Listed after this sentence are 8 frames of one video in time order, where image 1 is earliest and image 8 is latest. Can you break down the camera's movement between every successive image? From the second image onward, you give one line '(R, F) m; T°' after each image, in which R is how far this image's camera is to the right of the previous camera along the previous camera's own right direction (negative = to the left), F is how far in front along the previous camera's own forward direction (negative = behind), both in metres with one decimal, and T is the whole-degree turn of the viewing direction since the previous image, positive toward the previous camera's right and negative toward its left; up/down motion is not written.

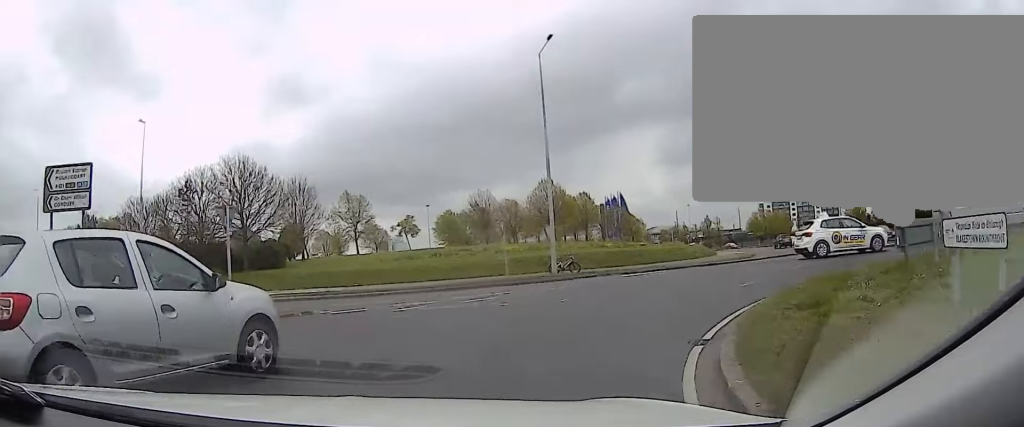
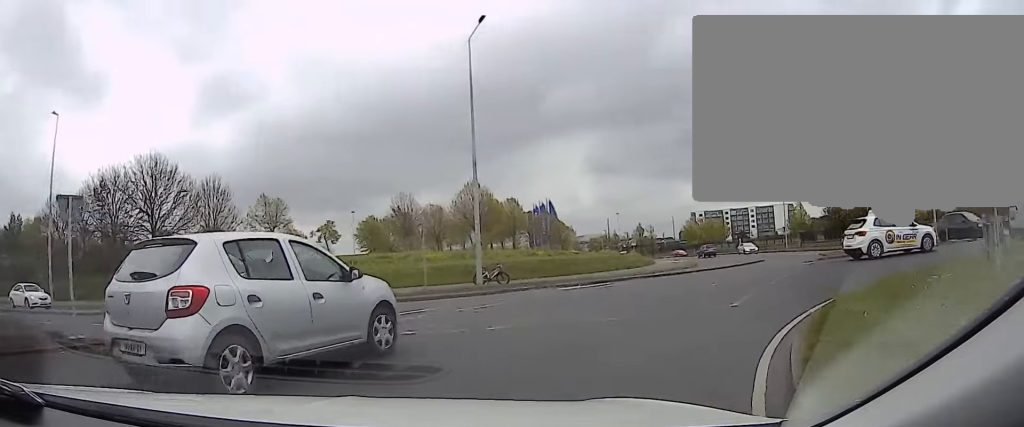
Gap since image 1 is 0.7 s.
(+0.3, +3.7) m; +5°
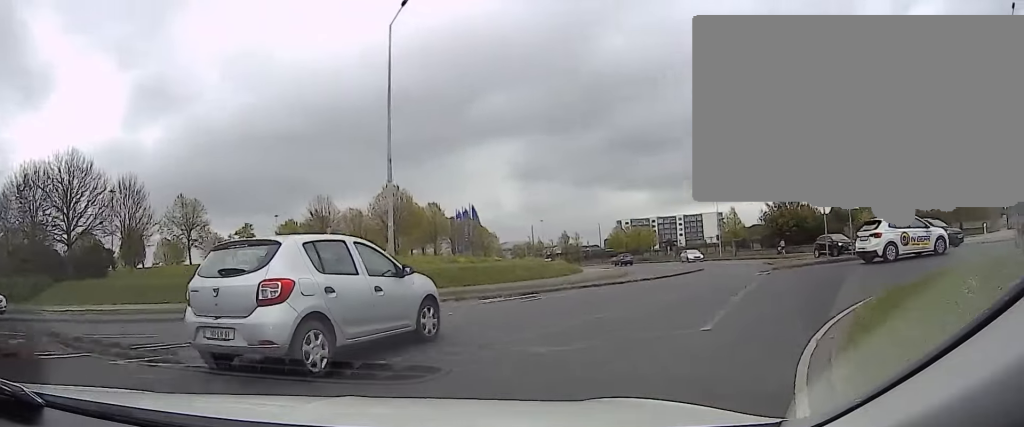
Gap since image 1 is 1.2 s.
(0.0, +2.4) m; +6°
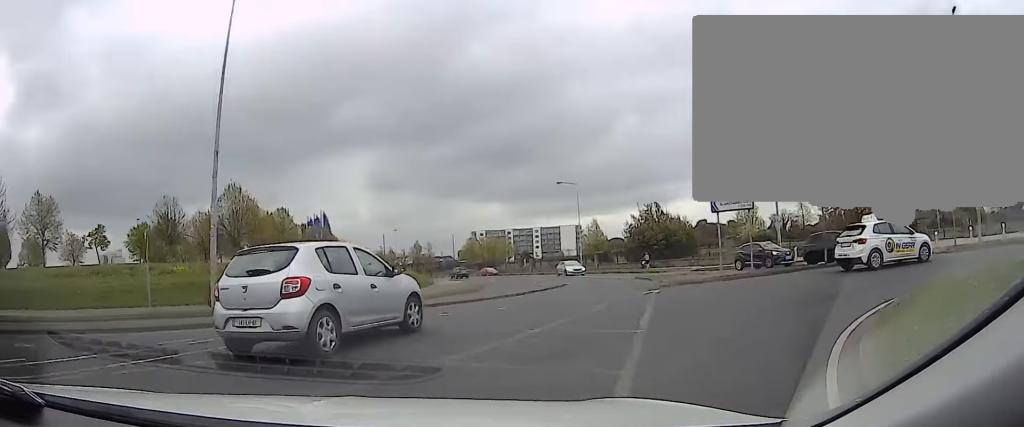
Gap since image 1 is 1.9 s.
(+0.1, +3.4) m; +12°
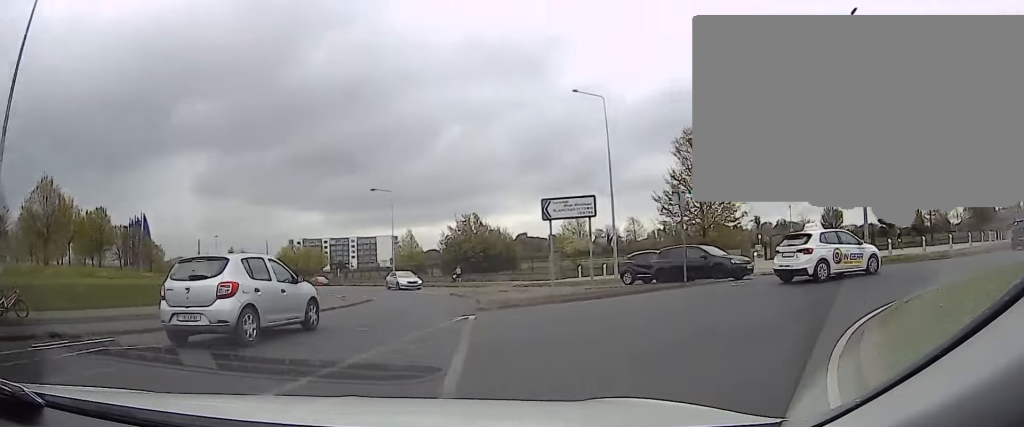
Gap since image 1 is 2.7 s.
(+0.2, +3.6) m; +20°
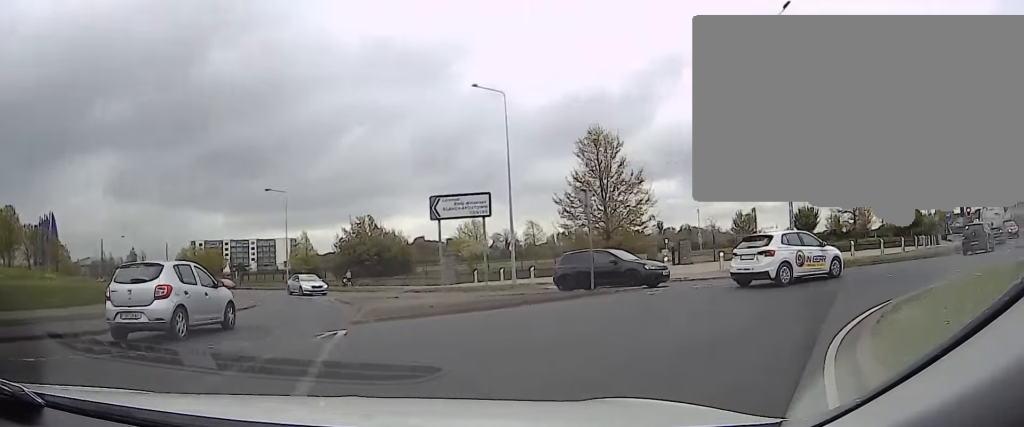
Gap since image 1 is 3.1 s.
(+0.6, +2.0) m; +13°
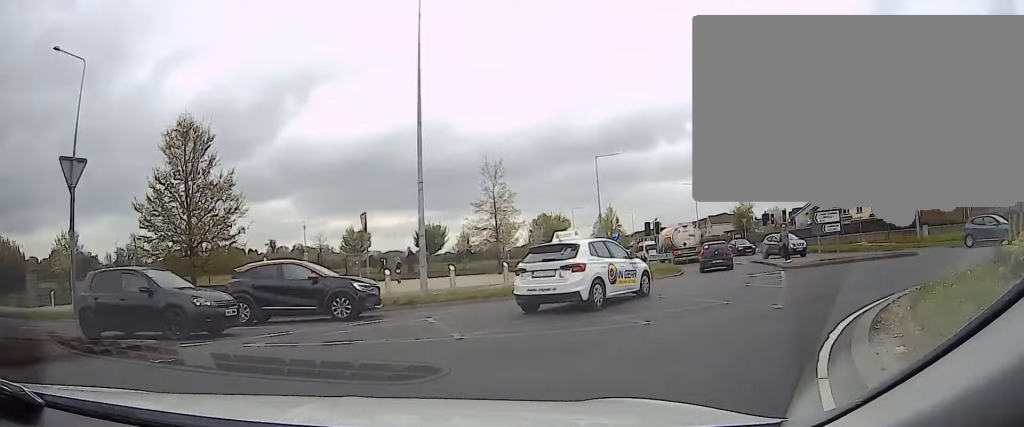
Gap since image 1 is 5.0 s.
(+4.4, +7.3) m; +57°
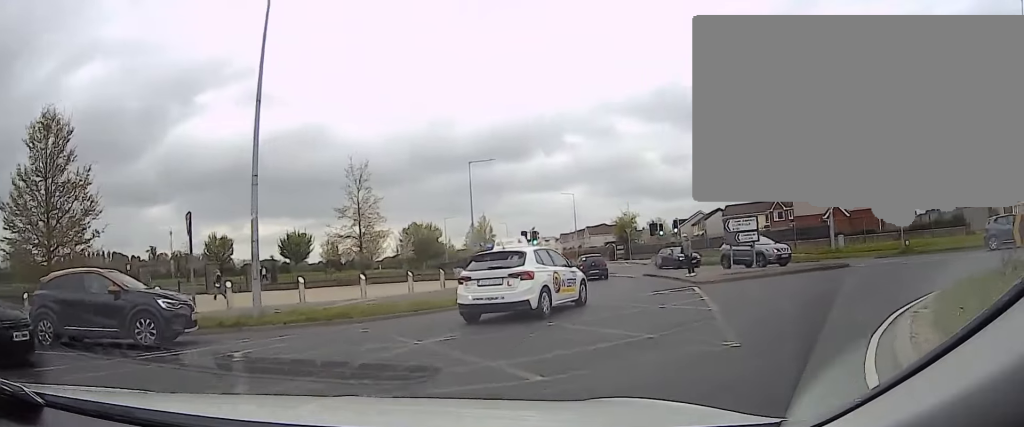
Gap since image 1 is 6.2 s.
(+0.9, +5.2) m; +10°
